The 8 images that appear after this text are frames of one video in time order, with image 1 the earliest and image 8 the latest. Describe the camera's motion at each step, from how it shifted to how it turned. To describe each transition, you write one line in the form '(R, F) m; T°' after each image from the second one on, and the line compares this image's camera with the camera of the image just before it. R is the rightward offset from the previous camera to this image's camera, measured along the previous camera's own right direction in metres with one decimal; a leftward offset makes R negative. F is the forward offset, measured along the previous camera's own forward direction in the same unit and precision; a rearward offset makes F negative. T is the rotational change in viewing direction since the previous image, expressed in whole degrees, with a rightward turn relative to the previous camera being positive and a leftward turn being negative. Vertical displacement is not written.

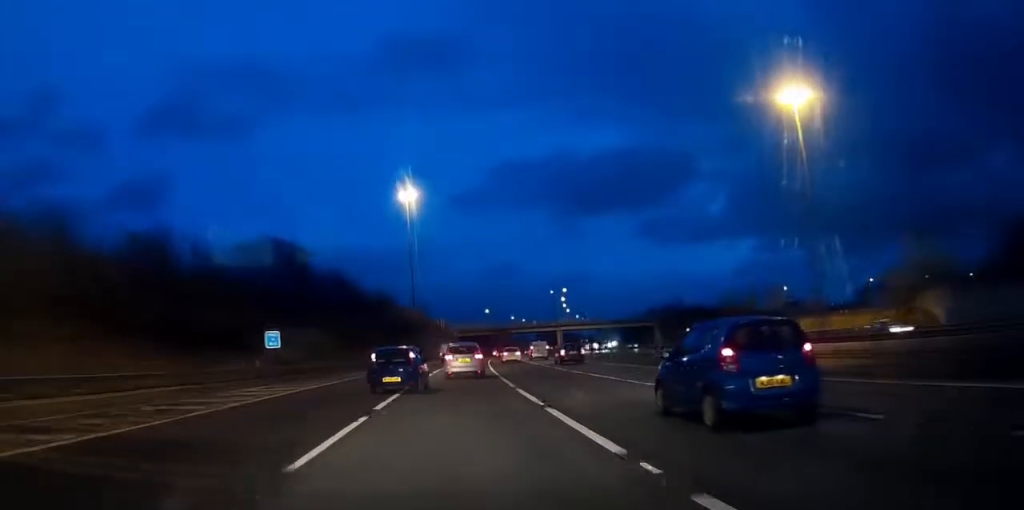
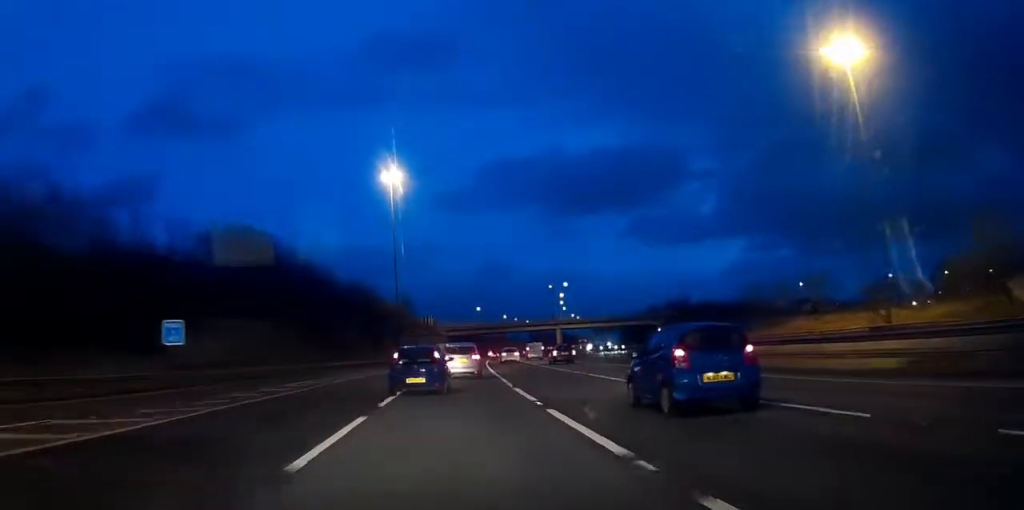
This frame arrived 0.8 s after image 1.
(+0.1, +17.4) m; 0°
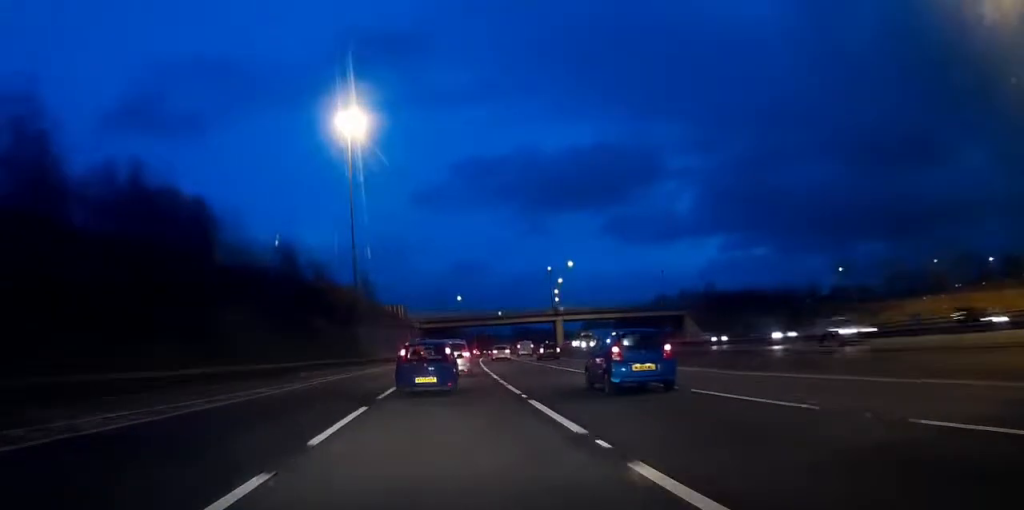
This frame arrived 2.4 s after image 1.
(+0.1, +33.9) m; +1°
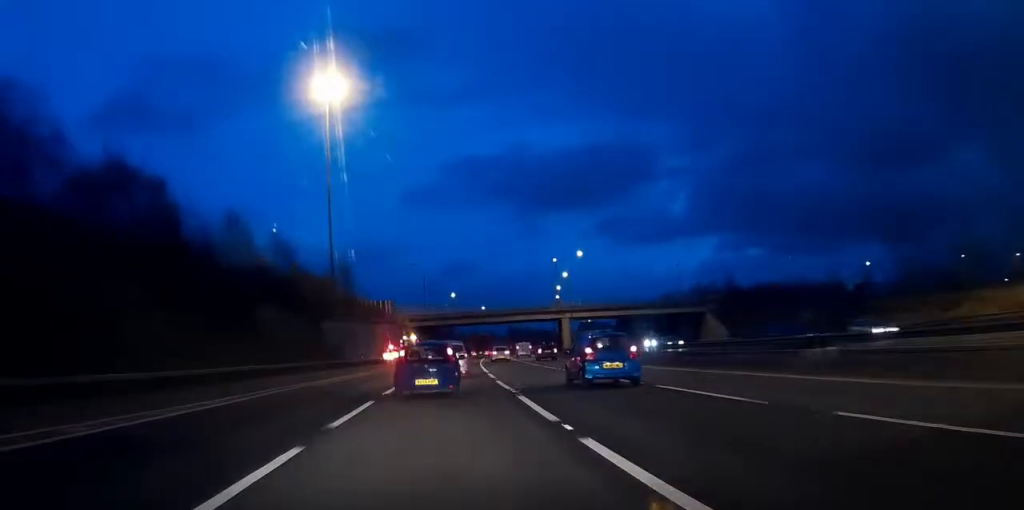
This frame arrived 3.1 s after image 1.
(-0.1, +15.7) m; +1°
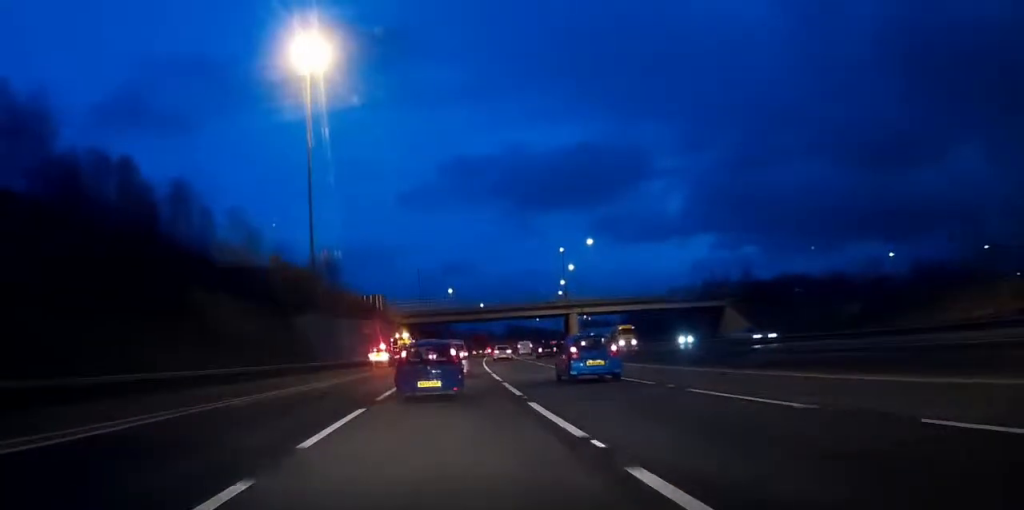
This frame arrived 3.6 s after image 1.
(+0.3, +11.3) m; +1°
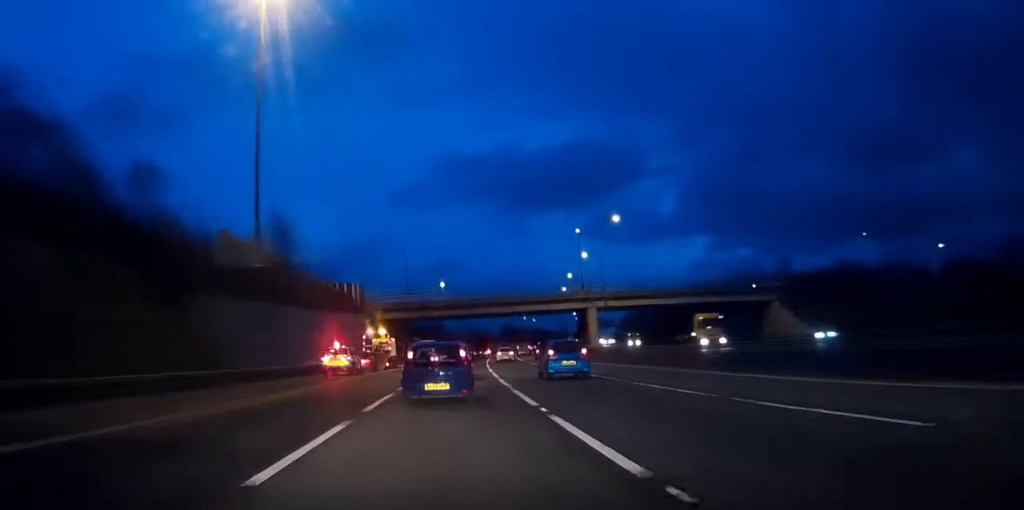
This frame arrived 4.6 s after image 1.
(+0.2, +21.3) m; +1°
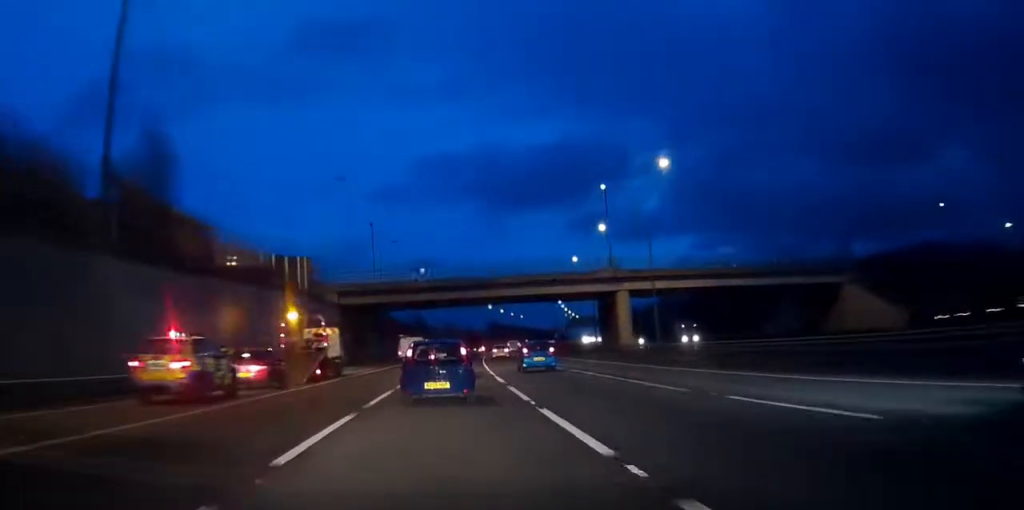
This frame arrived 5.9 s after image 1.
(+0.4, +26.0) m; +2°
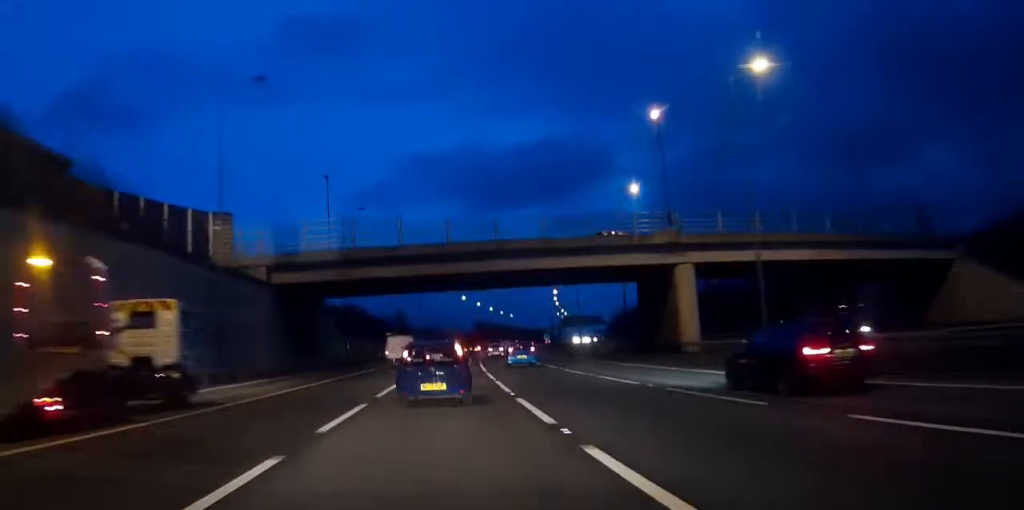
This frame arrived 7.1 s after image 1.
(+0.3, +23.5) m; +1°
